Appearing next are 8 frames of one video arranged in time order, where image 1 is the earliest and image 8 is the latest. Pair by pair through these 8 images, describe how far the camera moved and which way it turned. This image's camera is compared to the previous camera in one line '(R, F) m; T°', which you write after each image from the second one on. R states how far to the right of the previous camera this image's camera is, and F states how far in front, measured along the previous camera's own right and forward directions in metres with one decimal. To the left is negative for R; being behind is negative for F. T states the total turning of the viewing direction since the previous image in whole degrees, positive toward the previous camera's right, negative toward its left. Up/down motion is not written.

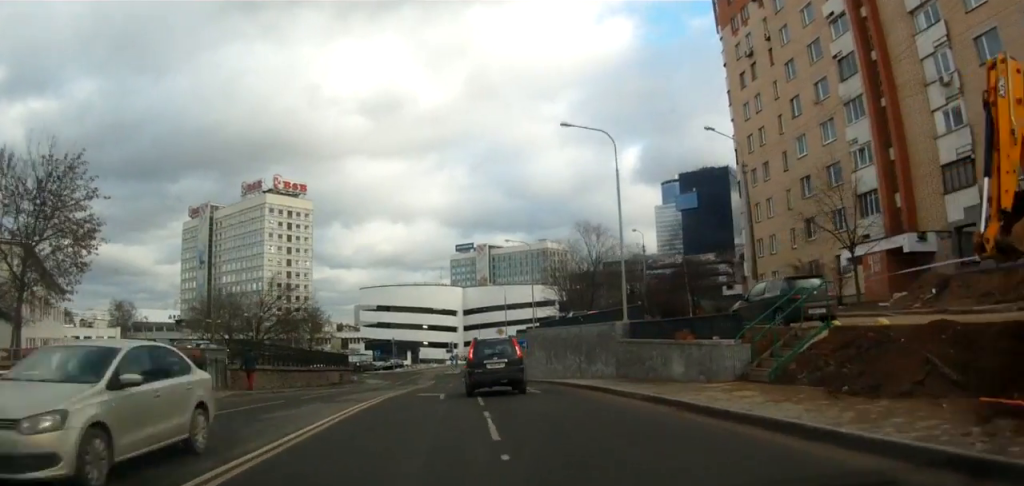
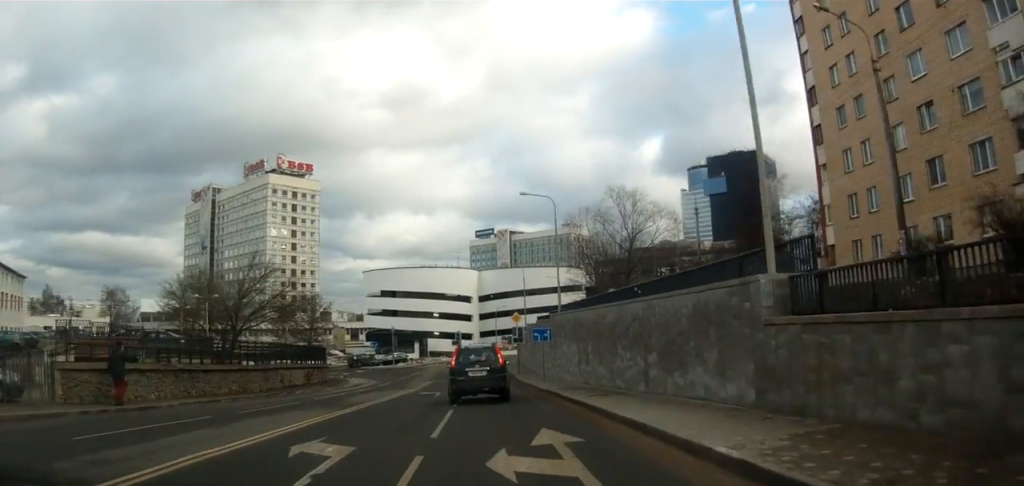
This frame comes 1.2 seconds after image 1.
(-0.9, +12.0) m; -6°
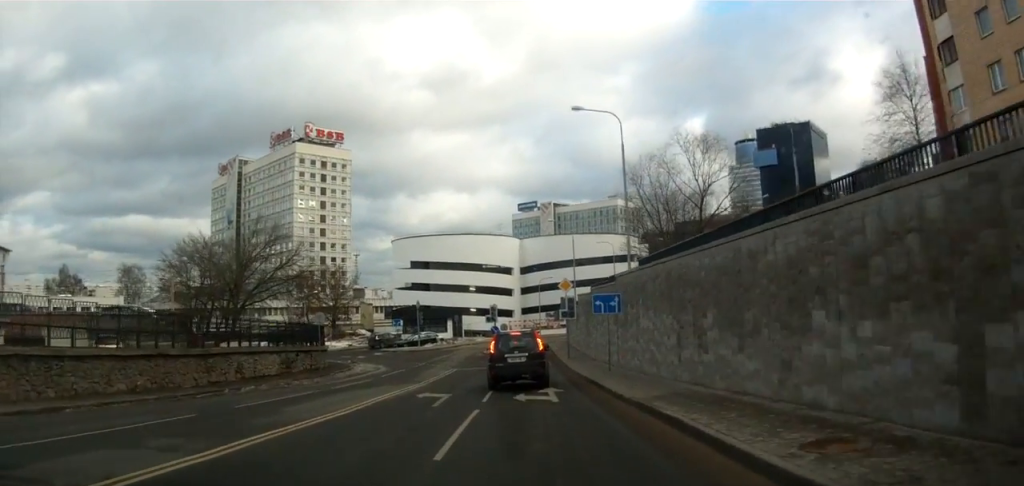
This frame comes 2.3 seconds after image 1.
(-0.3, +10.5) m; -3°
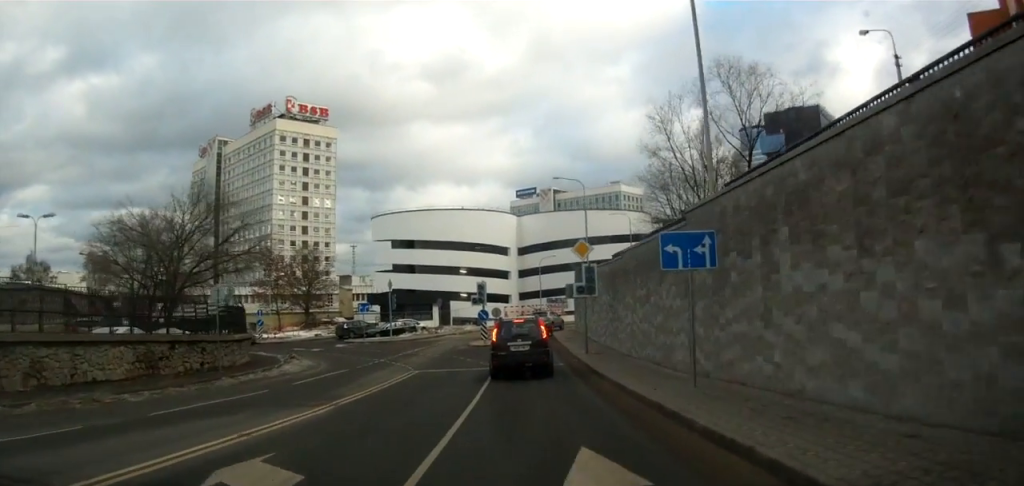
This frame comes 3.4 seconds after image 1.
(-0.1, +11.8) m; +2°
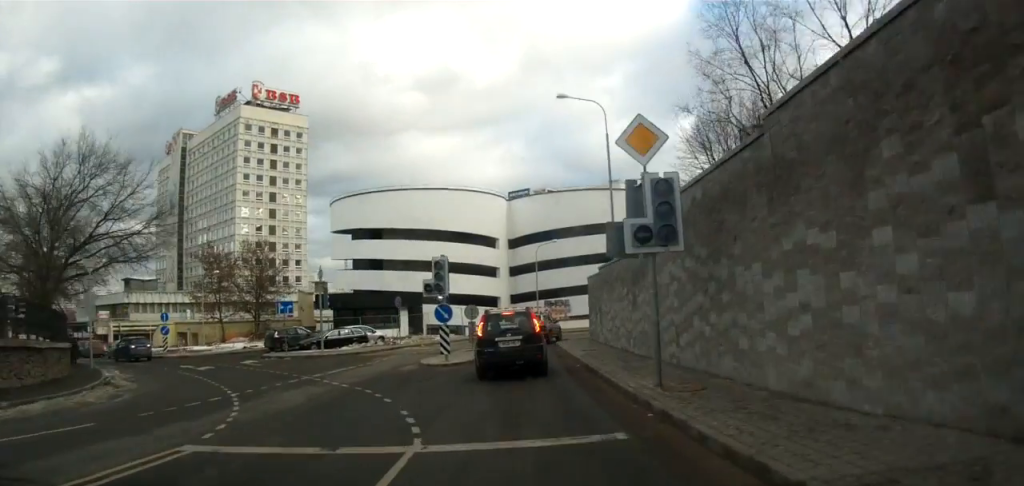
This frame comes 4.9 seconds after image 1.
(+0.5, +14.1) m; 0°
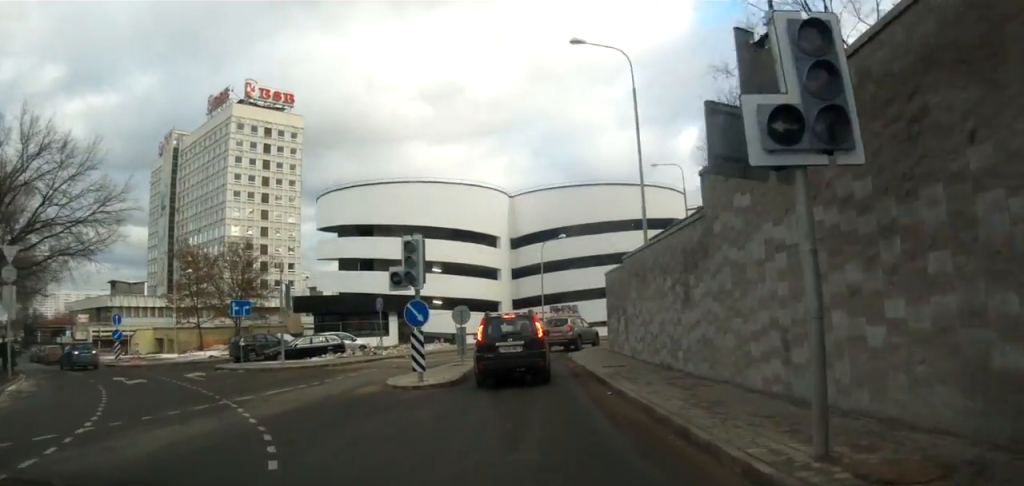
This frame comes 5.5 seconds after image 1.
(-0.2, +5.7) m; -1°
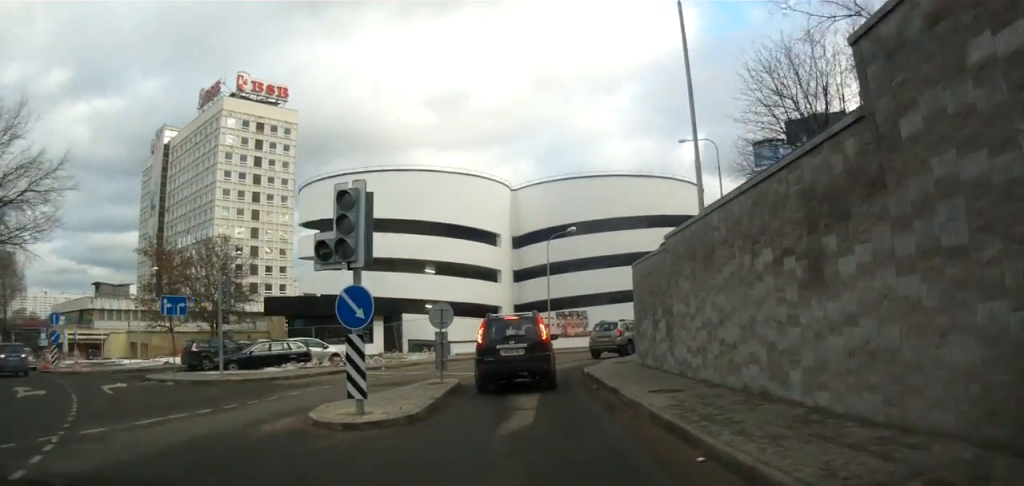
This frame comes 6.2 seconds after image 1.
(-0.1, +6.1) m; -2°
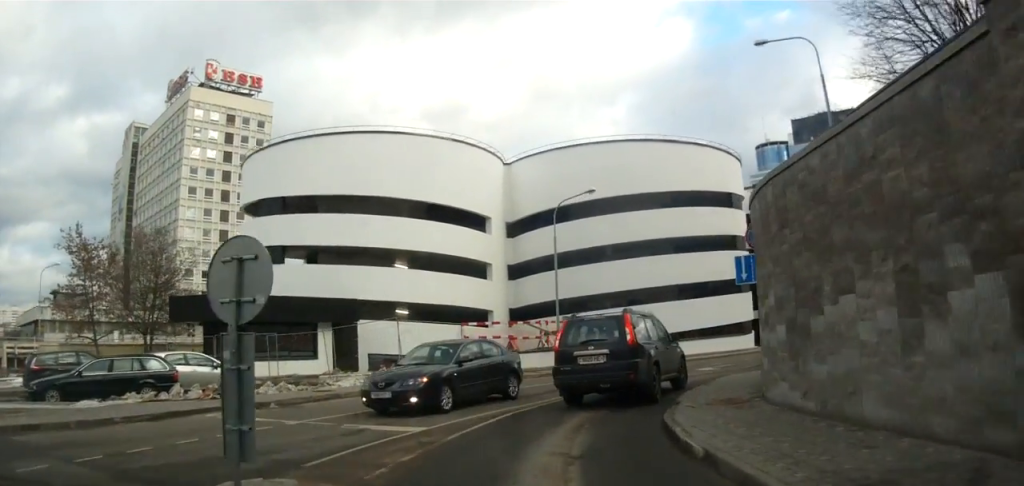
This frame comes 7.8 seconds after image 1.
(-0.4, +11.6) m; 0°
